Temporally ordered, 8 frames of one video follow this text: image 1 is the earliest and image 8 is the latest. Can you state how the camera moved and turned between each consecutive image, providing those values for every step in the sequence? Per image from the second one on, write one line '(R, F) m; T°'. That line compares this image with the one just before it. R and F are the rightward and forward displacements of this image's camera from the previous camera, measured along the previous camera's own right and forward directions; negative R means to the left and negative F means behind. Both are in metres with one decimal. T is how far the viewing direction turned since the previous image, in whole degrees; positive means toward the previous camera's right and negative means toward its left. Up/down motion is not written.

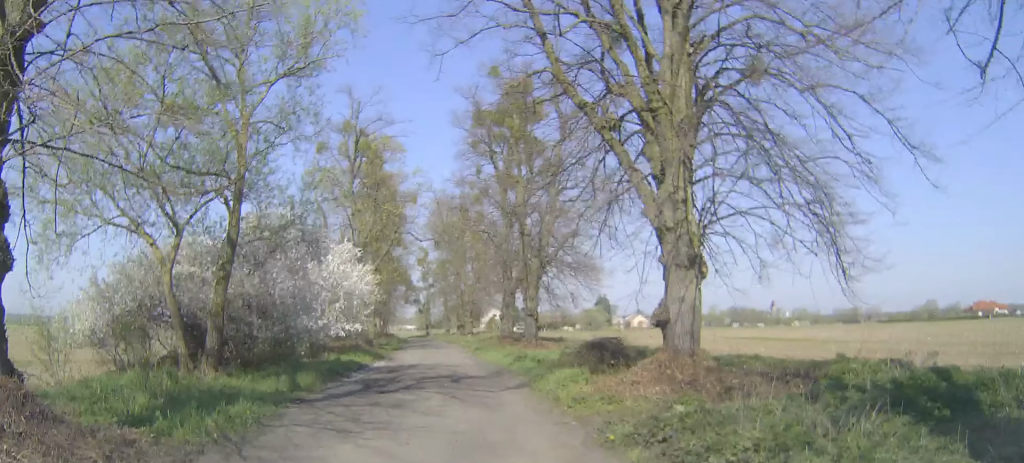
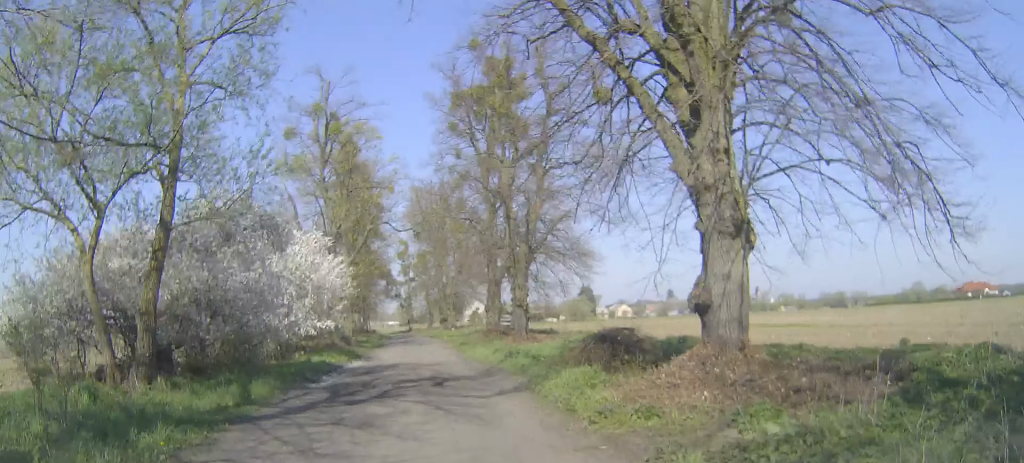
(-0.1, +2.9) m; -3°
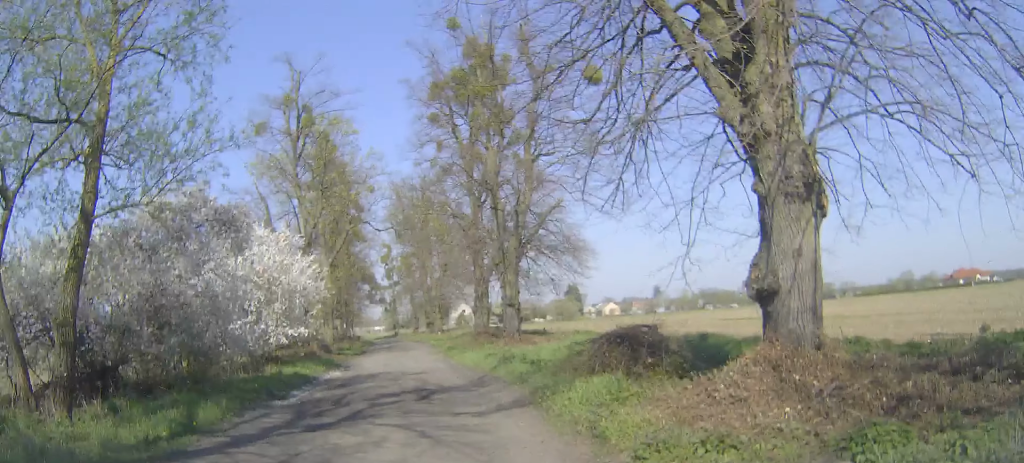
(-0.1, +2.5) m; +2°
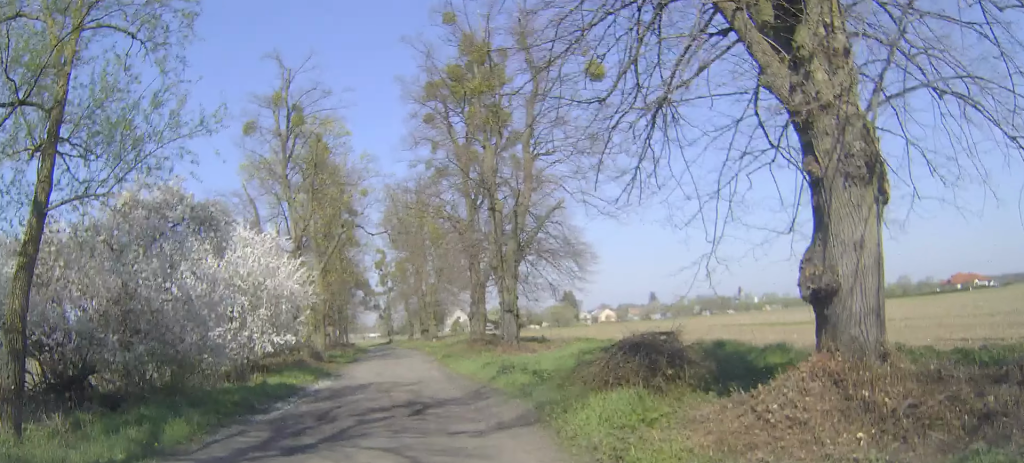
(0.0, +1.2) m; +3°
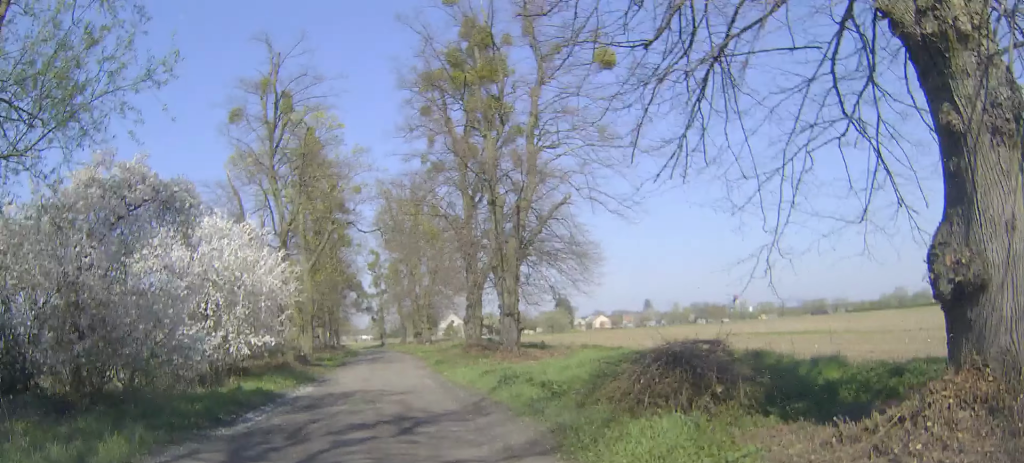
(+0.1, +1.9) m; +1°
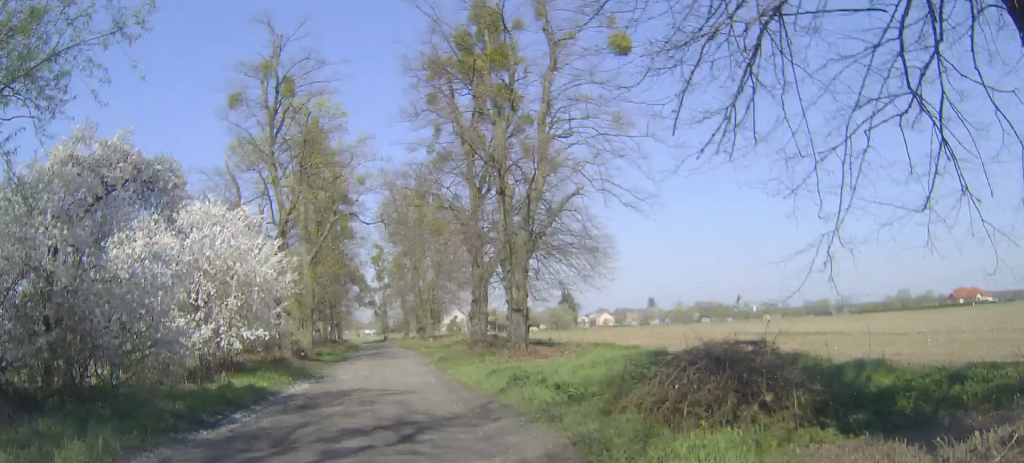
(0.0, +1.1) m; -1°
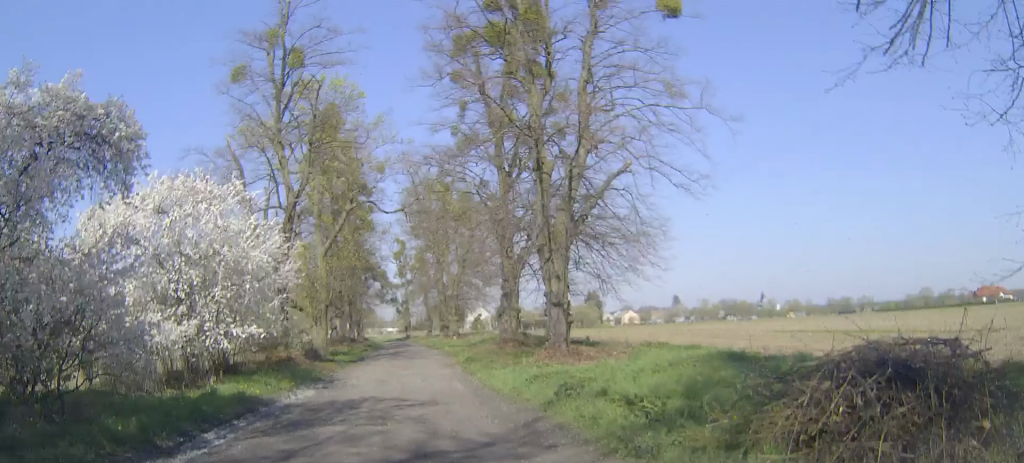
(-0.1, +2.9) m; -1°
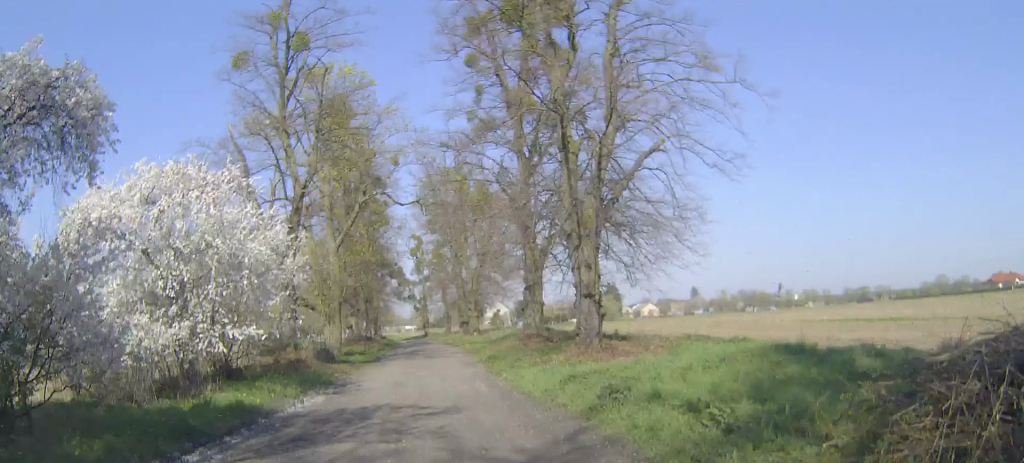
(0.0, +1.6) m; 0°
